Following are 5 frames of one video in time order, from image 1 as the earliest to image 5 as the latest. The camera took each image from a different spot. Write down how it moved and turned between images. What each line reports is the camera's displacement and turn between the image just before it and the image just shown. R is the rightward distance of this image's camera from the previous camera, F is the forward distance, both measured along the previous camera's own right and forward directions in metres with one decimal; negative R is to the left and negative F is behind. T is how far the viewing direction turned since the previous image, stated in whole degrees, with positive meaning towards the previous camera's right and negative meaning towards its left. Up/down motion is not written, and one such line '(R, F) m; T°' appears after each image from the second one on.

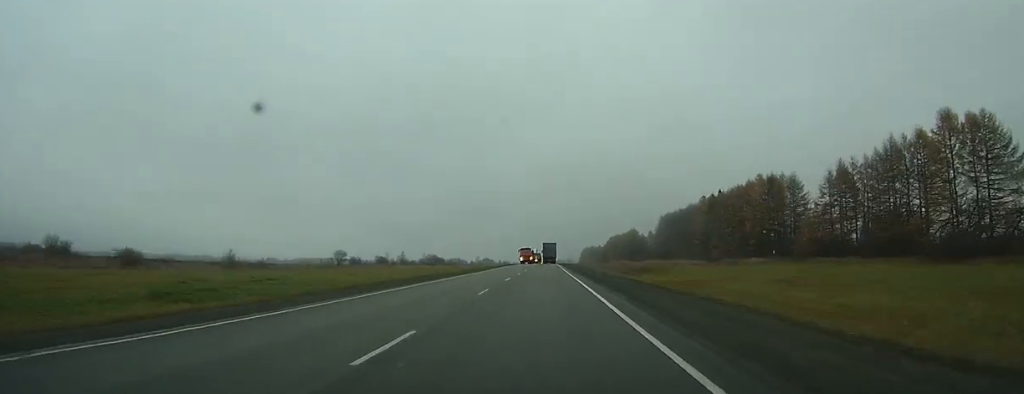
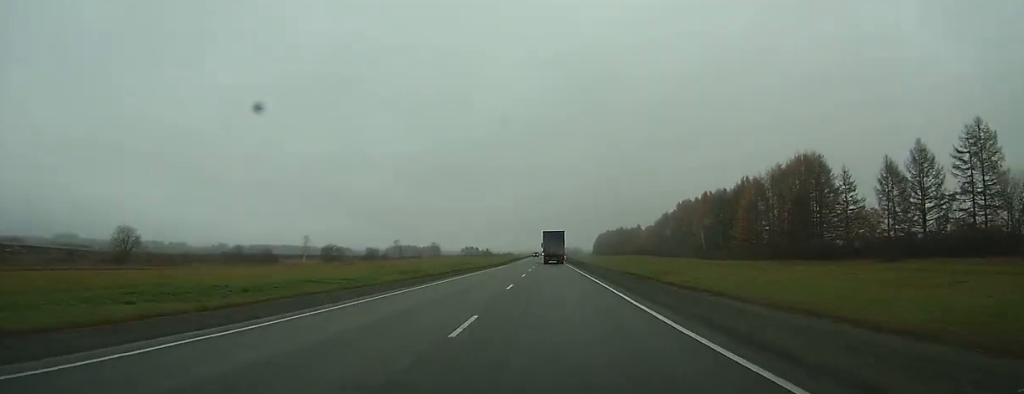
(-0.5, +238.3) m; 0°
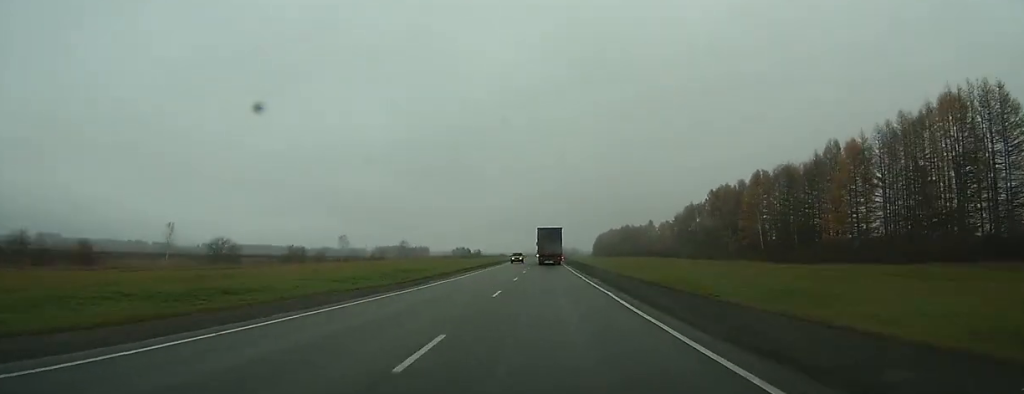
(0.0, +50.8) m; 0°
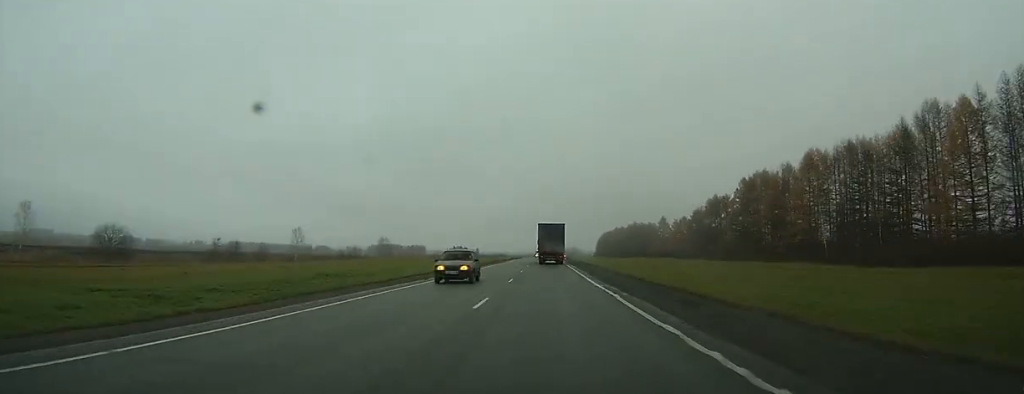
(0.0, +30.2) m; 0°
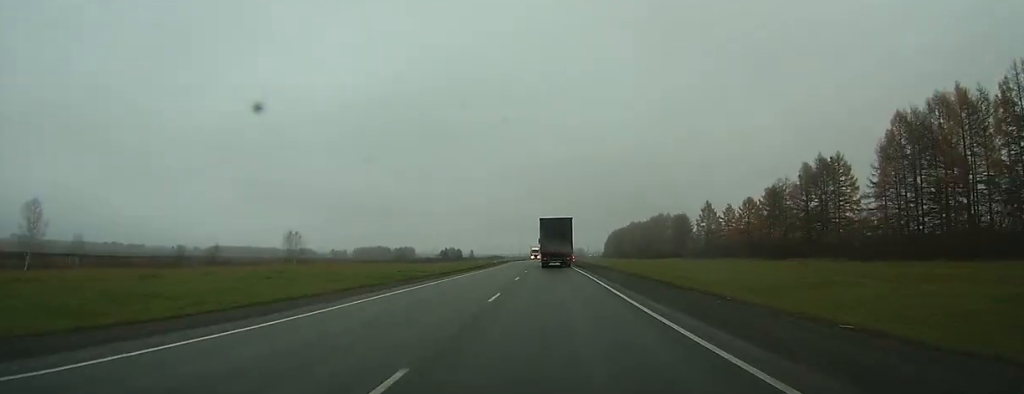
(+0.1, +73.2) m; 0°
